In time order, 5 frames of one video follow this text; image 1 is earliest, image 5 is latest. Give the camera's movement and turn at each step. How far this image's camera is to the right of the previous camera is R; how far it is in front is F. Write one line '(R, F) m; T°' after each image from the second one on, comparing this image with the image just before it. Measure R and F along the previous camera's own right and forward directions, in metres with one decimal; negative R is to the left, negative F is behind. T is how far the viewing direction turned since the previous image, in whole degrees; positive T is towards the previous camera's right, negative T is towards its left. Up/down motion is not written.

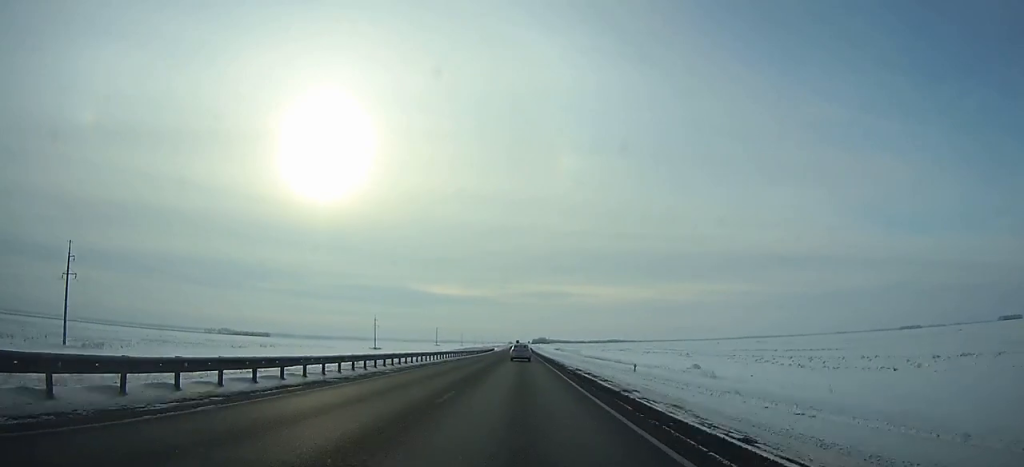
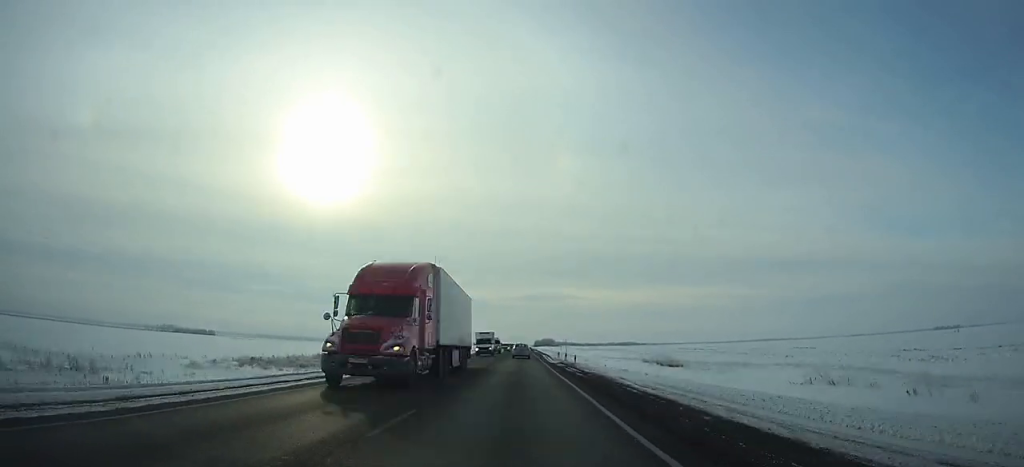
(+0.5, +234.5) m; 0°
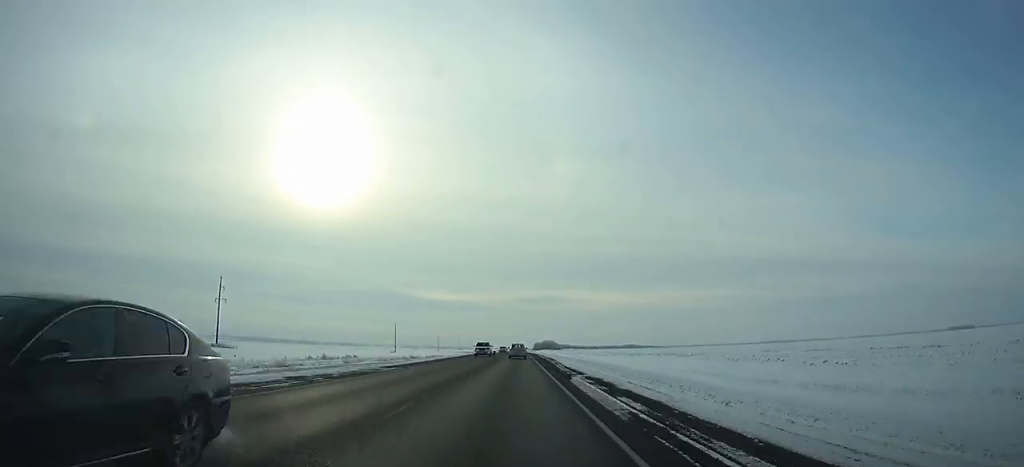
(0.0, +93.8) m; 0°
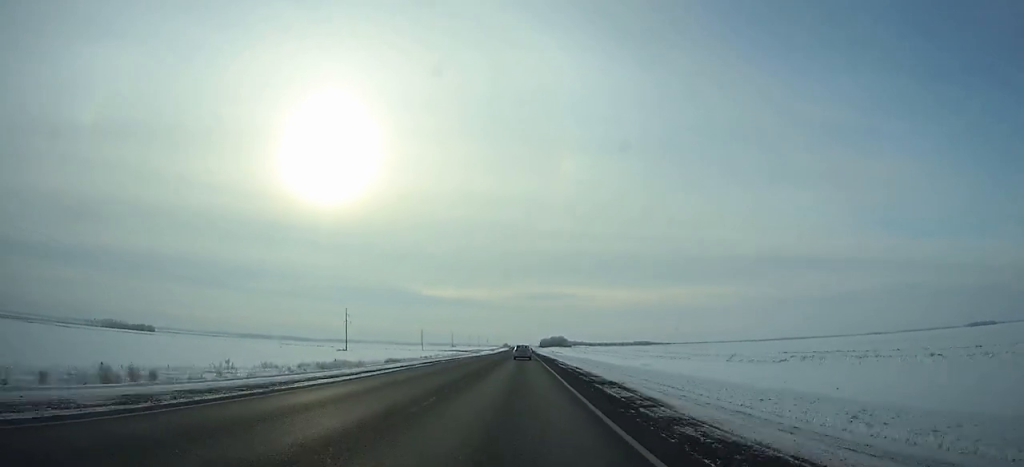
(-0.3, +94.4) m; 0°
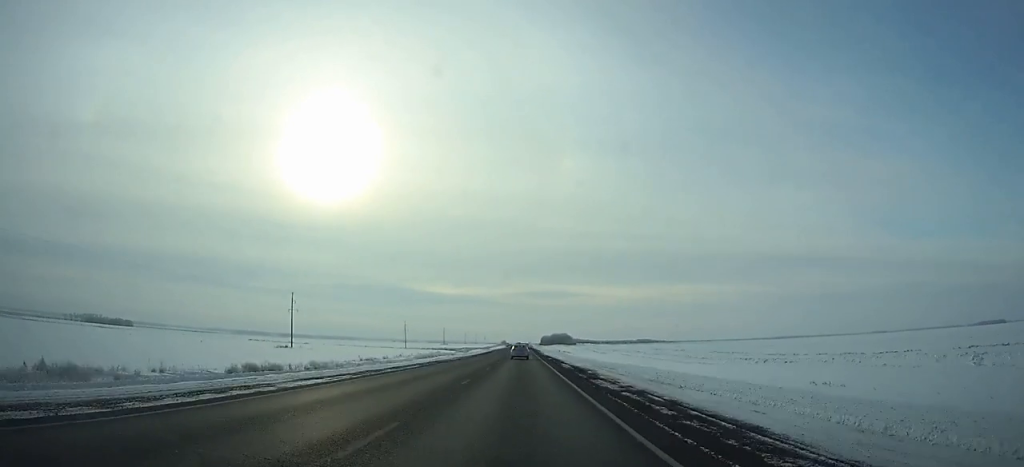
(-0.1, +52.8) m; 0°
